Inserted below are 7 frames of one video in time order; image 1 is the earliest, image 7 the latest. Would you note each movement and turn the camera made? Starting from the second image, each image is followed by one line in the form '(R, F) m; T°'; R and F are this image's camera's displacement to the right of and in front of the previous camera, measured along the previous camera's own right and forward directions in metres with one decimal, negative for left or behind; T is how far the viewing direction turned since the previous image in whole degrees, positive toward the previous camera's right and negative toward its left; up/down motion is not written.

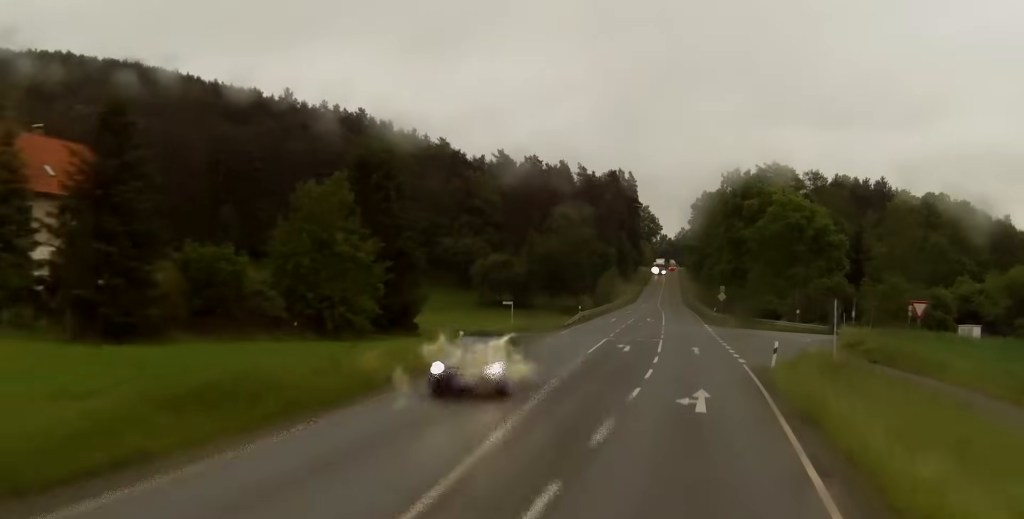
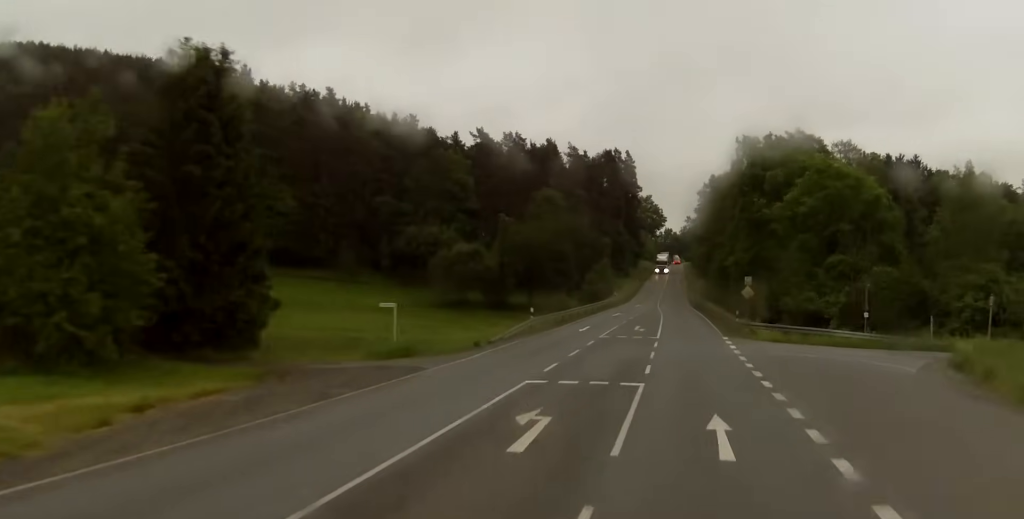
(0.0, +25.9) m; +1°
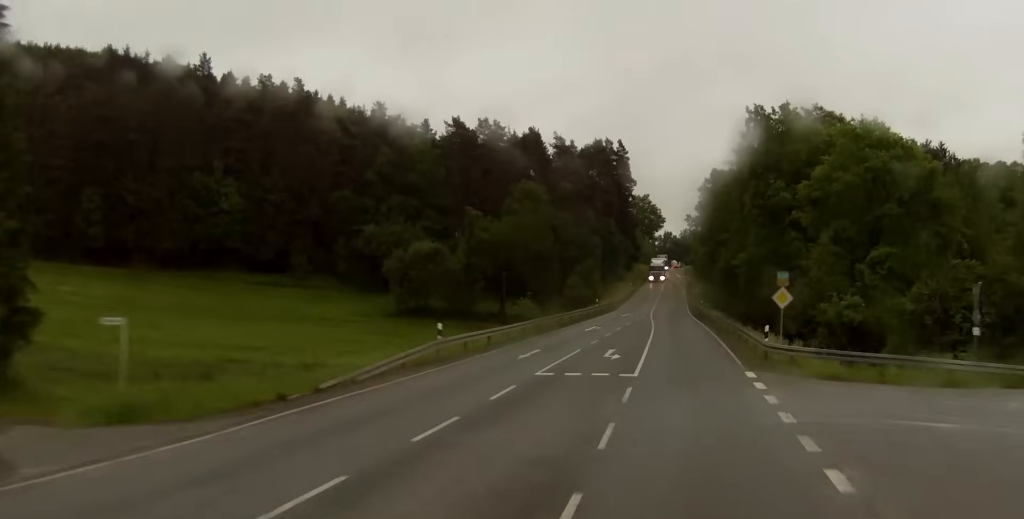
(+0.2, +18.6) m; -1°
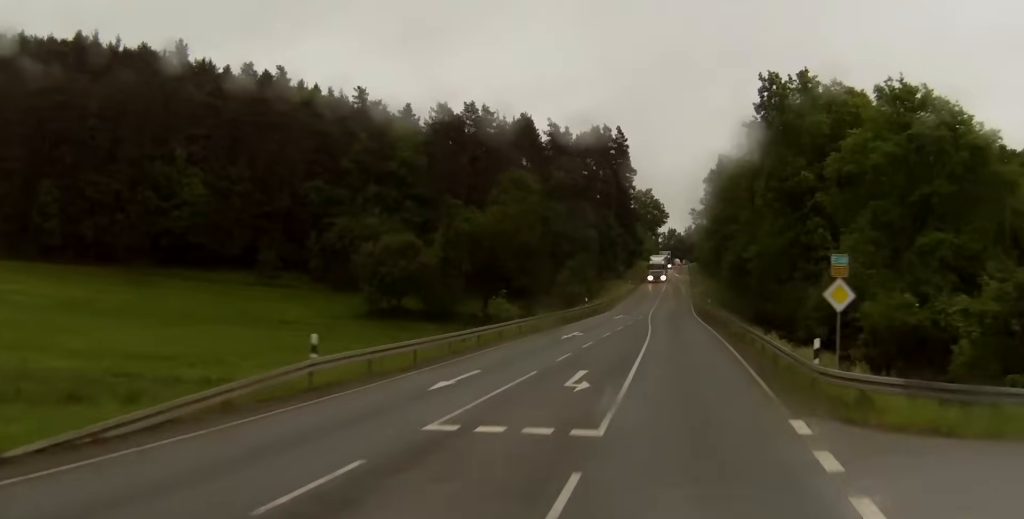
(-0.2, +11.3) m; -1°
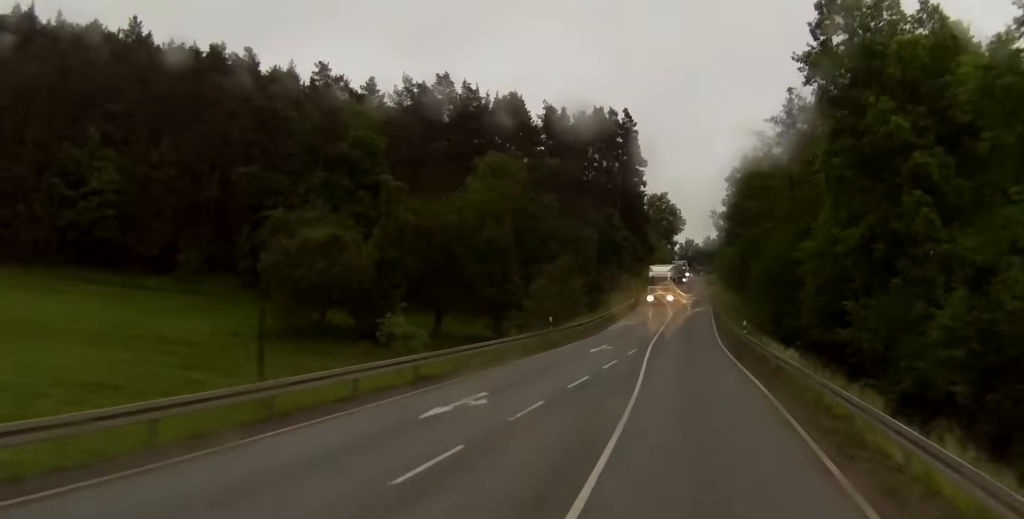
(-0.2, +23.9) m; -1°
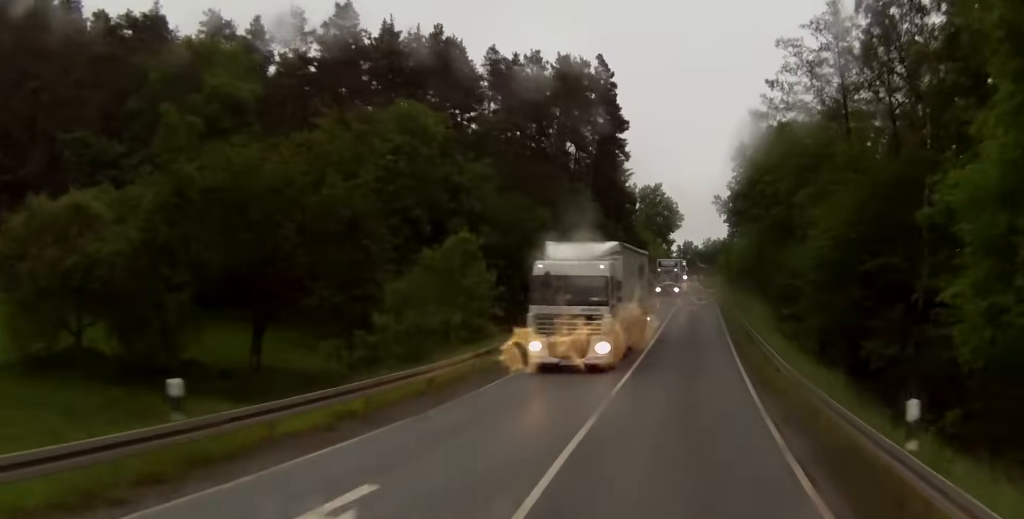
(0.0, +31.0) m; 0°
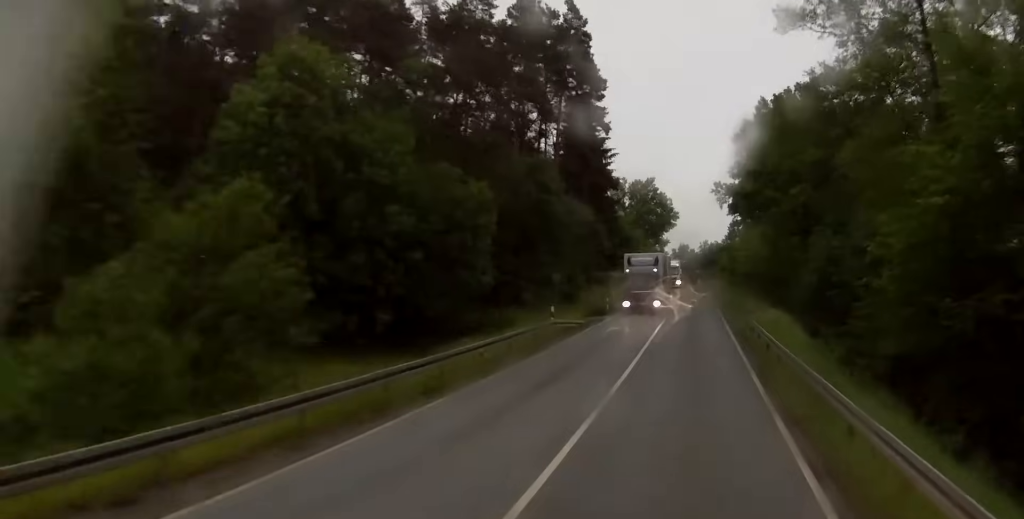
(+0.1, +19.6) m; +1°
